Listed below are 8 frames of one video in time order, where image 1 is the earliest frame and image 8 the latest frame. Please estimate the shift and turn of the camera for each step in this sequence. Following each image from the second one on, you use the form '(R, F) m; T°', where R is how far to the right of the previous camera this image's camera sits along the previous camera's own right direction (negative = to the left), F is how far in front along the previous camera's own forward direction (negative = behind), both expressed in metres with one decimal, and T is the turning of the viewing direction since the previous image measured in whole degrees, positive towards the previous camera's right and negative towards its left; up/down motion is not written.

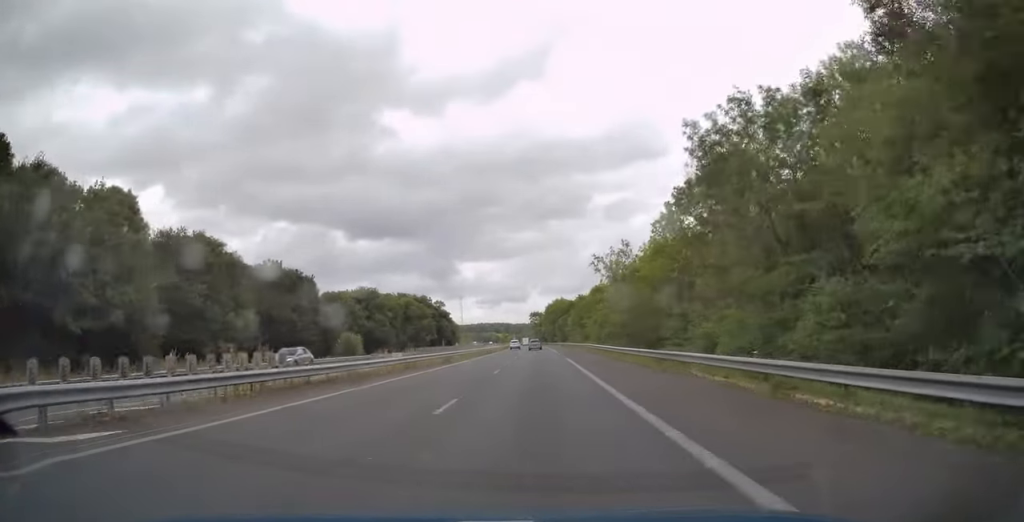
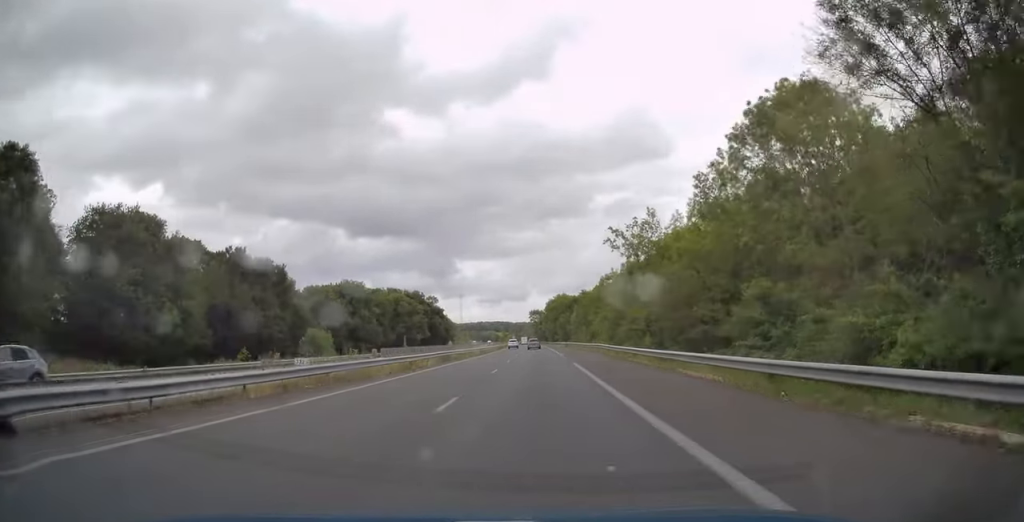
(0.0, +12.9) m; 0°
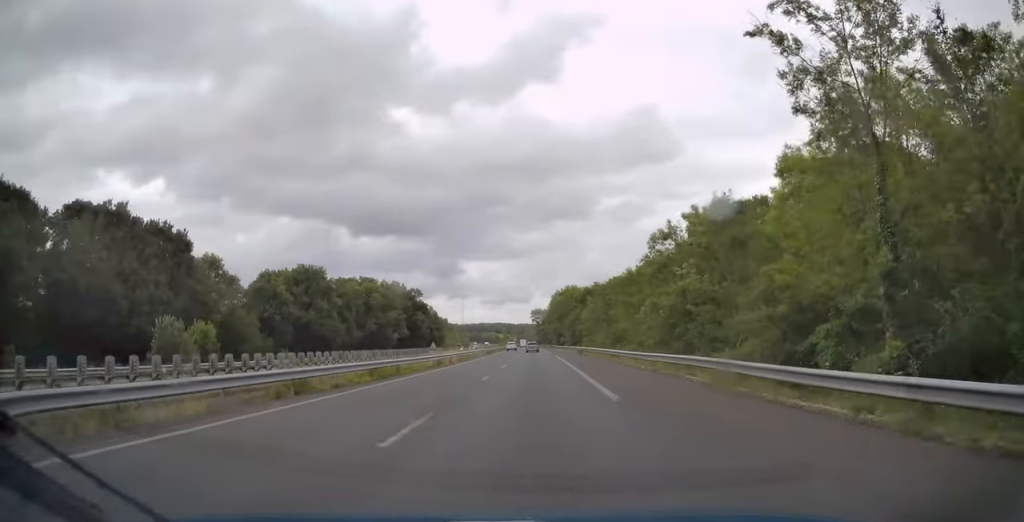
(-0.1, +29.6) m; -1°
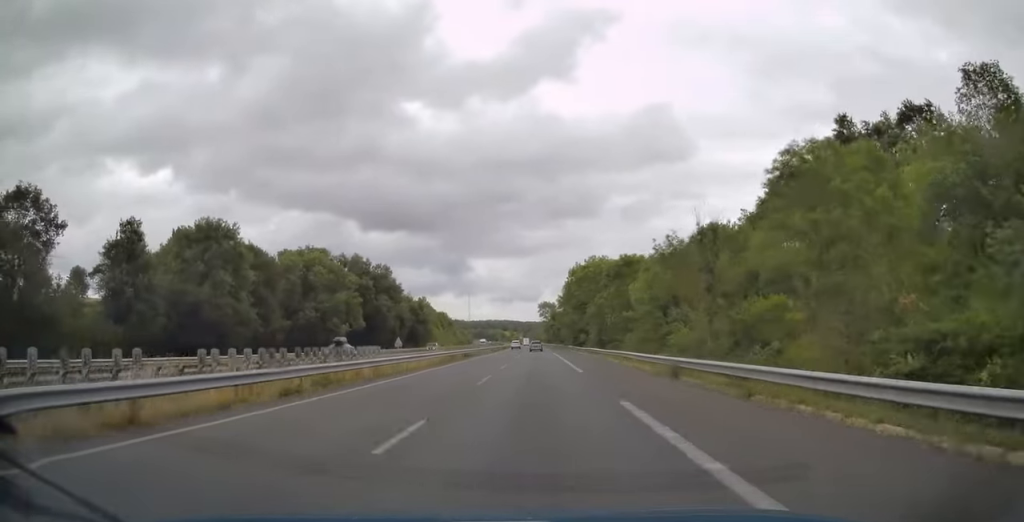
(-0.1, +39.7) m; 0°
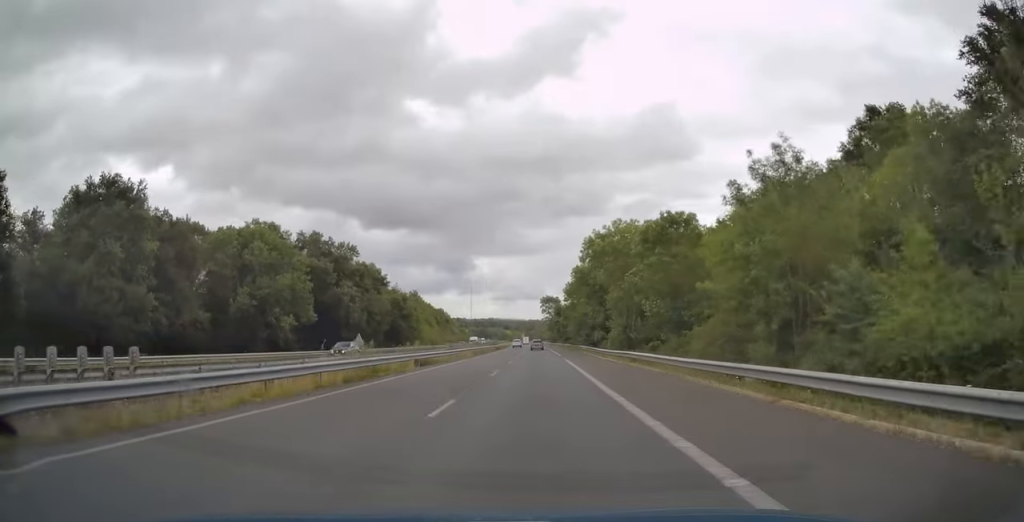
(+0.2, +22.5) m; 0°
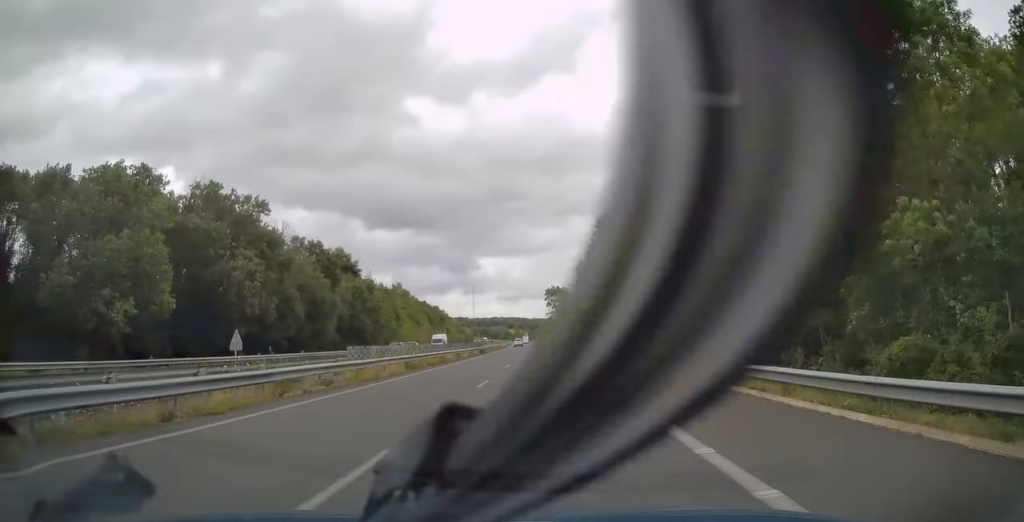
(-0.4, +32.2) m; -1°
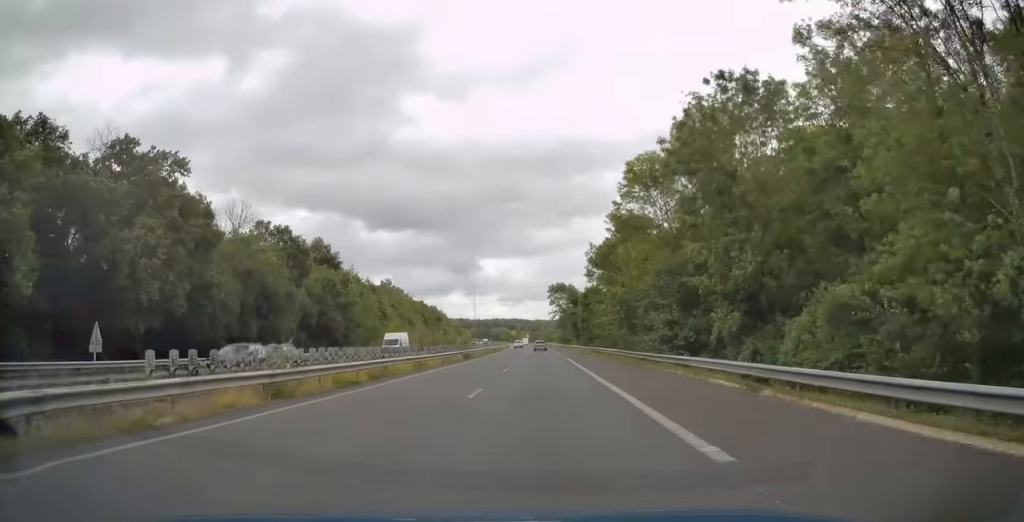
(0.0, +16.1) m; 0°
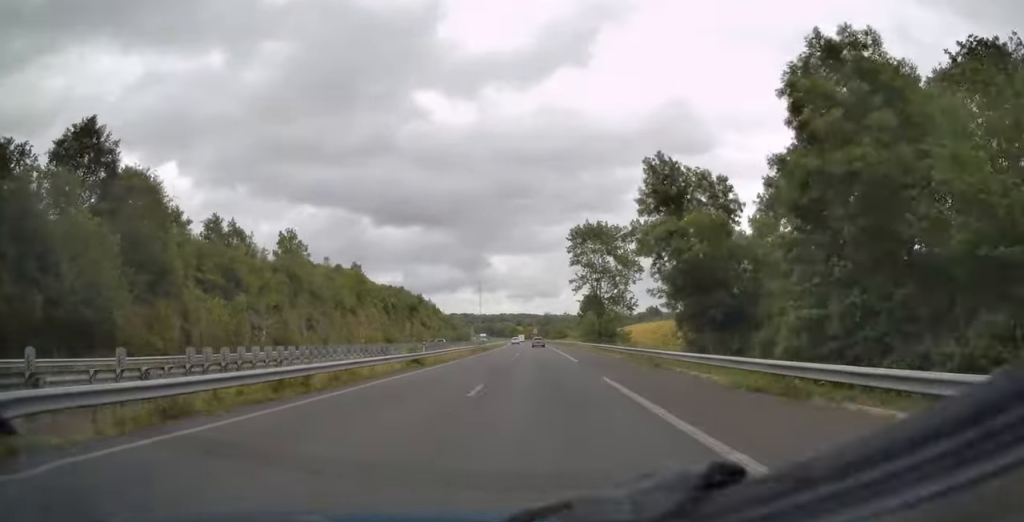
(-0.1, +78.4) m; -1°
